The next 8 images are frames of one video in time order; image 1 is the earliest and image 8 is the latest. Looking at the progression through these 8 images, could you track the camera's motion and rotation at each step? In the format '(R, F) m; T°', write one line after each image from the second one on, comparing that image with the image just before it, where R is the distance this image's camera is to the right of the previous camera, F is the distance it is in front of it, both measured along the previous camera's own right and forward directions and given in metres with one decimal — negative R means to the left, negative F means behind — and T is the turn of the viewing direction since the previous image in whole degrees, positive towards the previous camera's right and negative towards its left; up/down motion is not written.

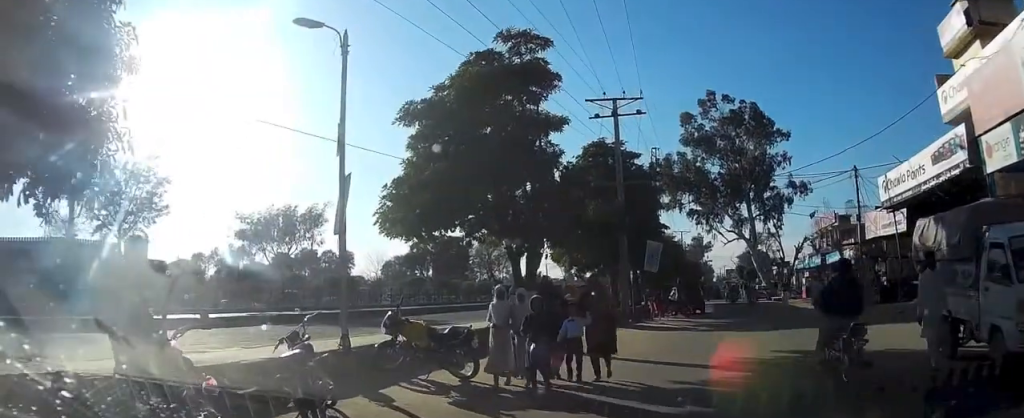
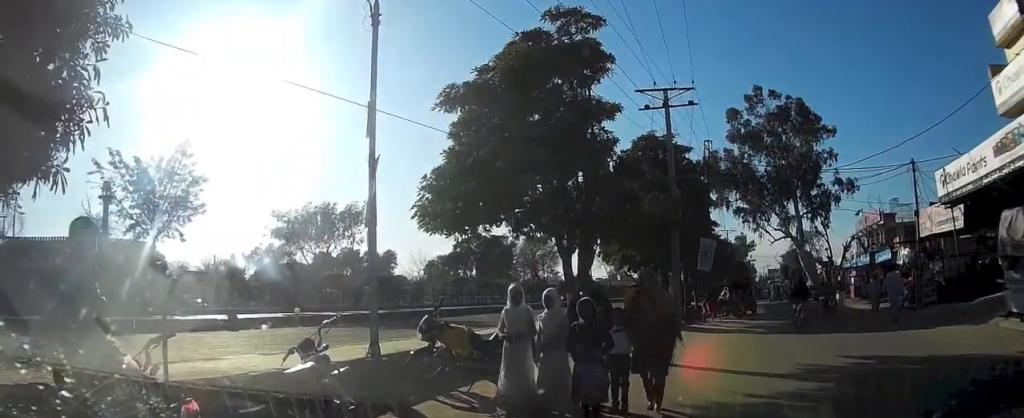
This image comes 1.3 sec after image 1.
(-0.1, +1.6) m; 0°
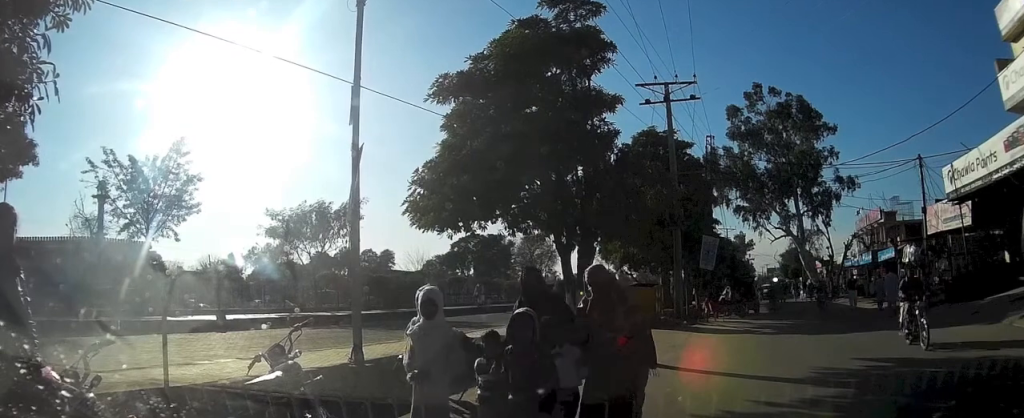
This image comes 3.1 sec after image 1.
(-0.4, +1.1) m; 0°
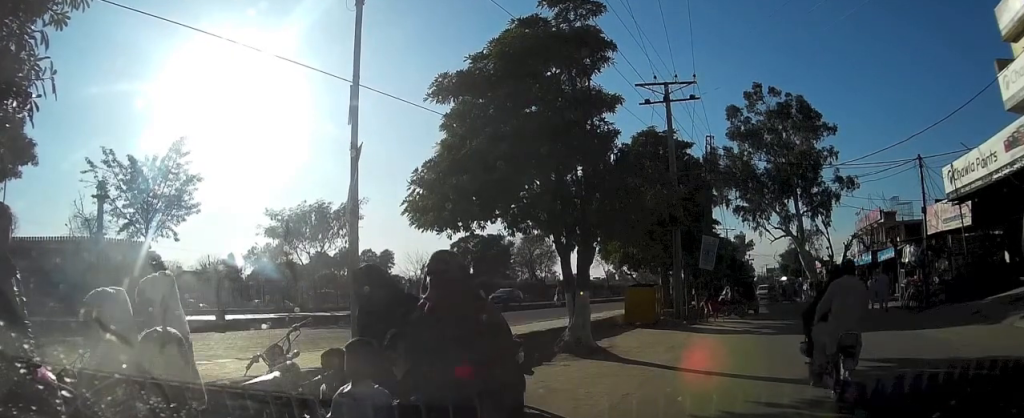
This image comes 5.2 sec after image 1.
(-0.3, +0.5) m; 0°
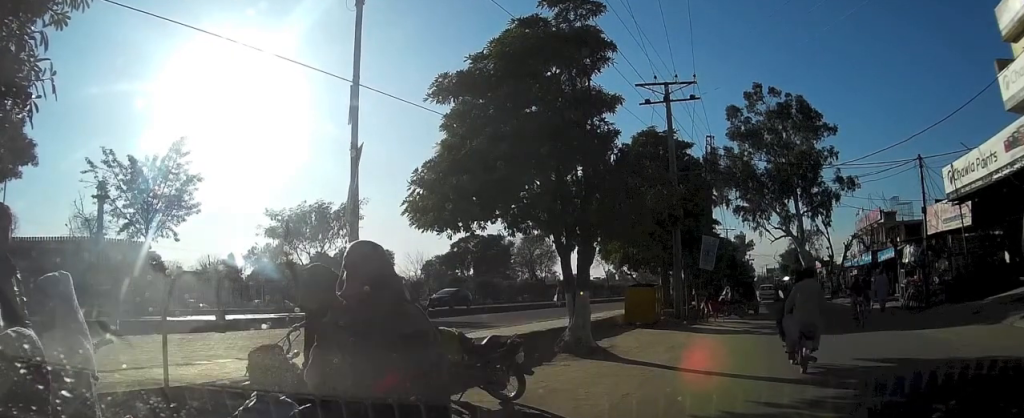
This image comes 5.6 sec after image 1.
(0.0, 0.0) m; 0°
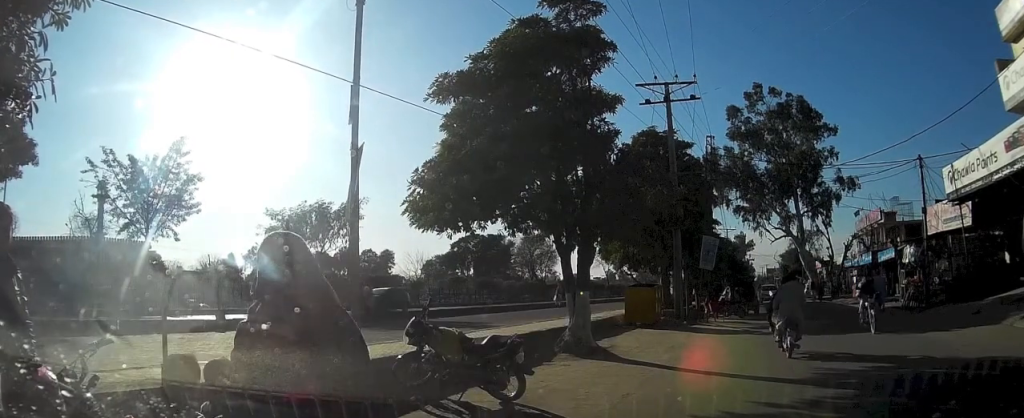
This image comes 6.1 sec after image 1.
(0.0, 0.0) m; 0°
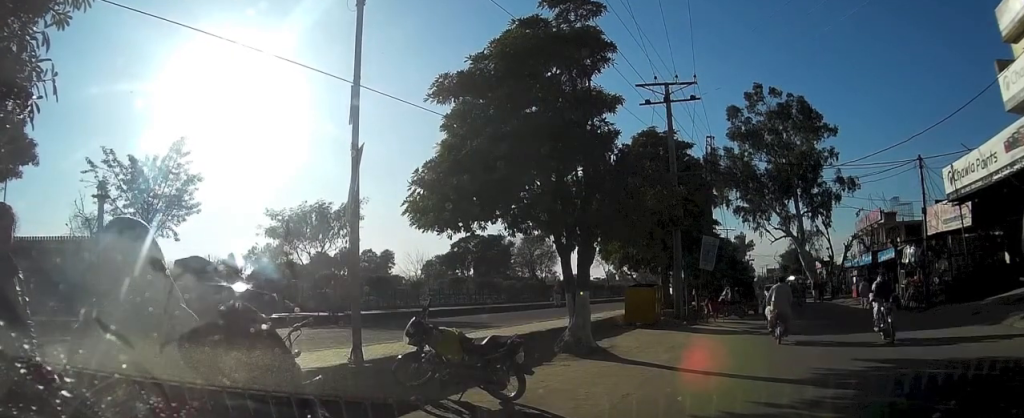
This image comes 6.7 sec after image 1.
(0.0, 0.0) m; 0°
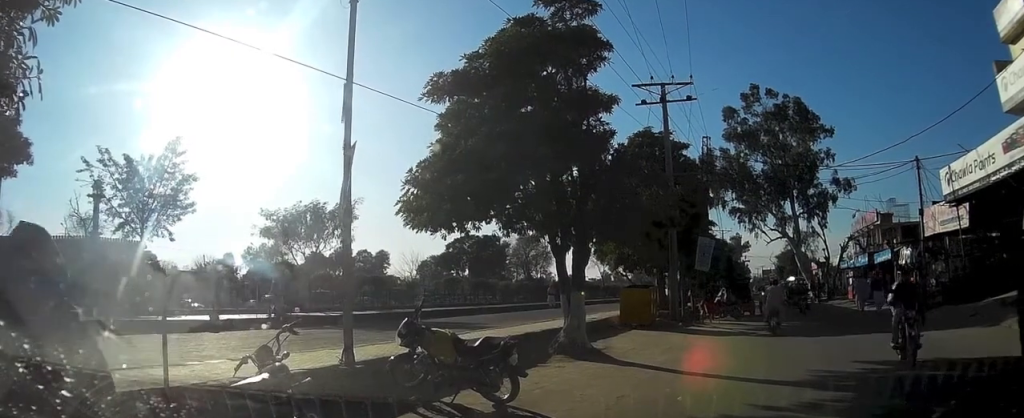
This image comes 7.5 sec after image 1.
(0.0, +0.2) m; 0°
